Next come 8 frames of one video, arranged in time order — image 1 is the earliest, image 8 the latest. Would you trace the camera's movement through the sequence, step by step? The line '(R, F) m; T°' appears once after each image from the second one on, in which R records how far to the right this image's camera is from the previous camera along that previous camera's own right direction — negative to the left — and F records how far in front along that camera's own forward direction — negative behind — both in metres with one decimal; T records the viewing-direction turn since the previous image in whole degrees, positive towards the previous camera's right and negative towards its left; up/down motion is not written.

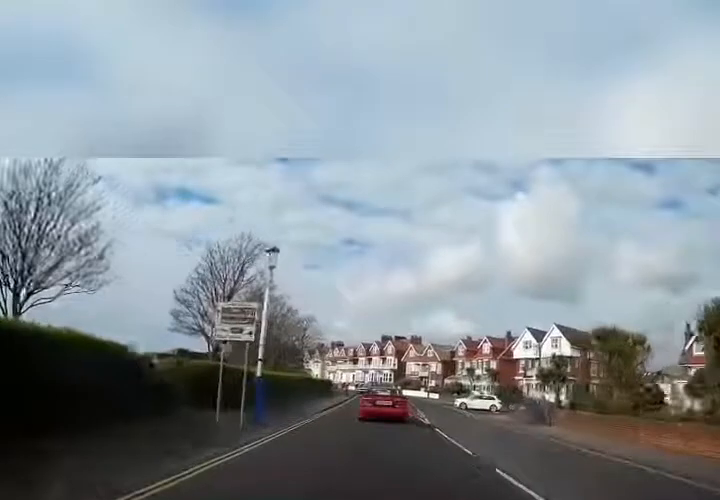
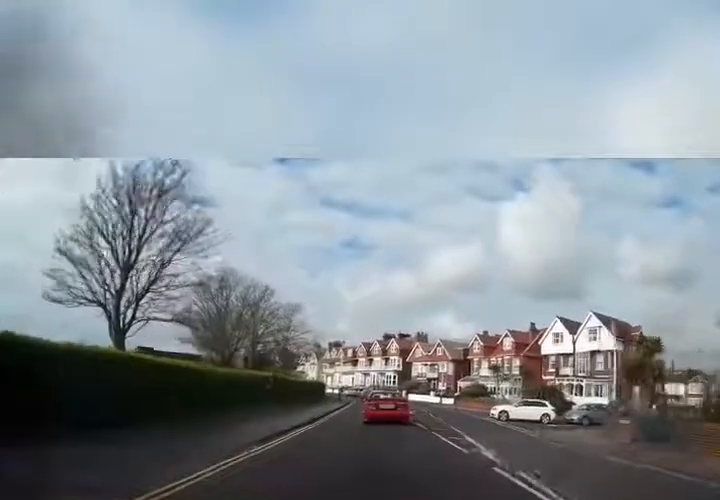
(-0.2, +12.0) m; 0°
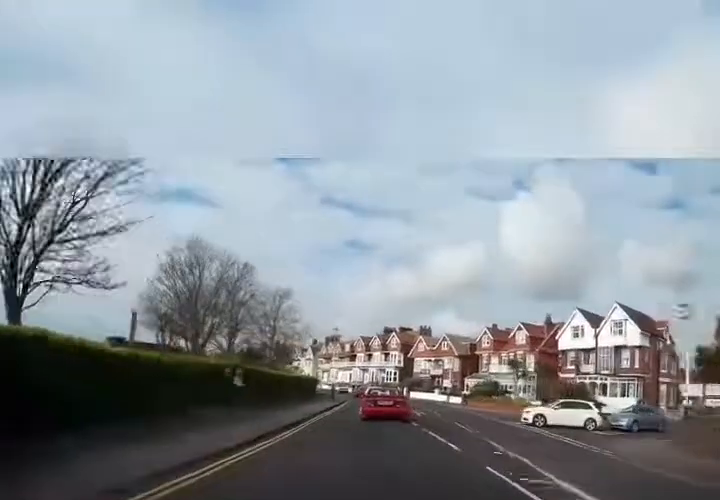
(+0.2, +6.1) m; +1°
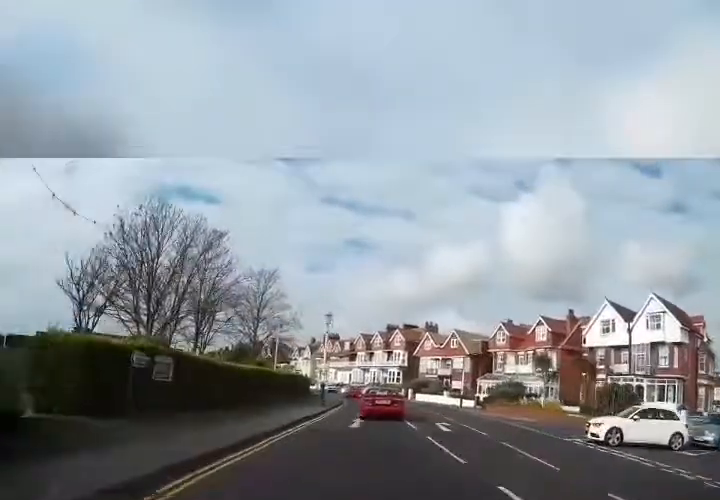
(+0.1, +6.8) m; +1°
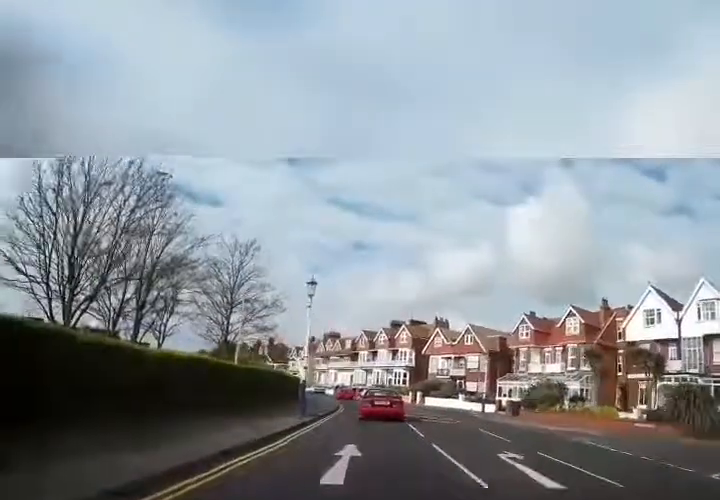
(0.0, +7.9) m; 0°
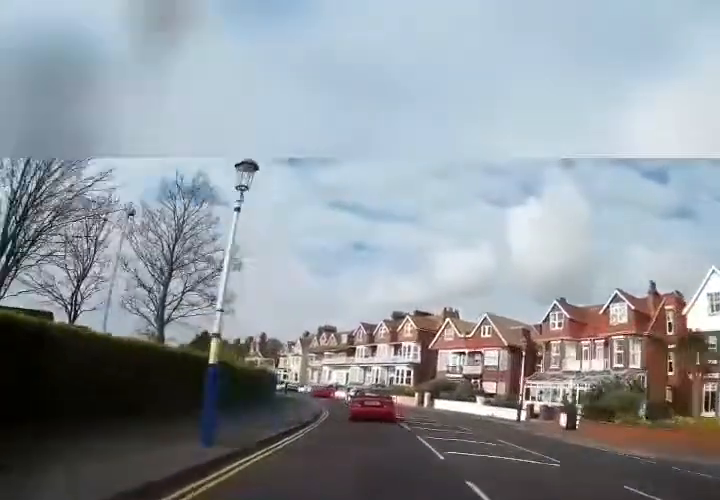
(0.0, +9.3) m; 0°
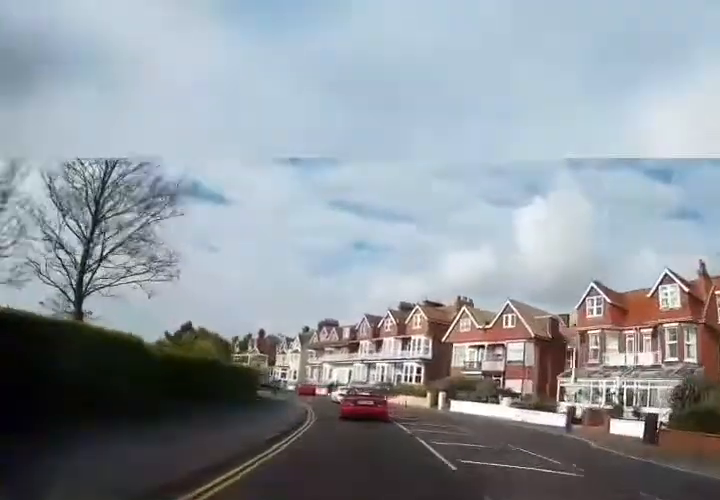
(0.0, +6.7) m; -1°
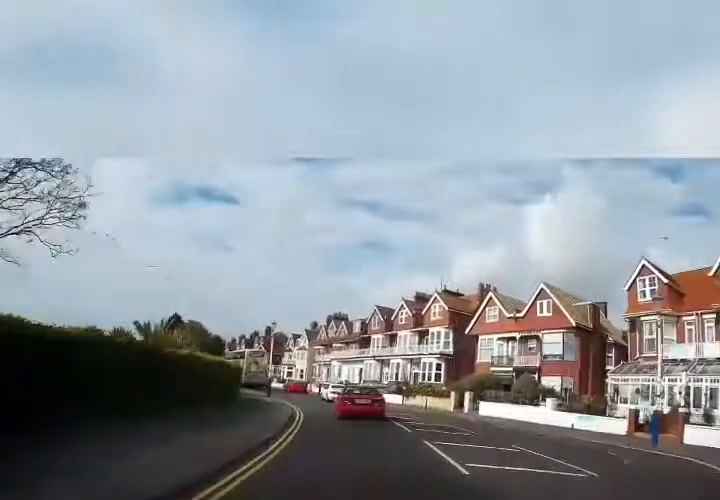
(0.0, +6.3) m; -1°
